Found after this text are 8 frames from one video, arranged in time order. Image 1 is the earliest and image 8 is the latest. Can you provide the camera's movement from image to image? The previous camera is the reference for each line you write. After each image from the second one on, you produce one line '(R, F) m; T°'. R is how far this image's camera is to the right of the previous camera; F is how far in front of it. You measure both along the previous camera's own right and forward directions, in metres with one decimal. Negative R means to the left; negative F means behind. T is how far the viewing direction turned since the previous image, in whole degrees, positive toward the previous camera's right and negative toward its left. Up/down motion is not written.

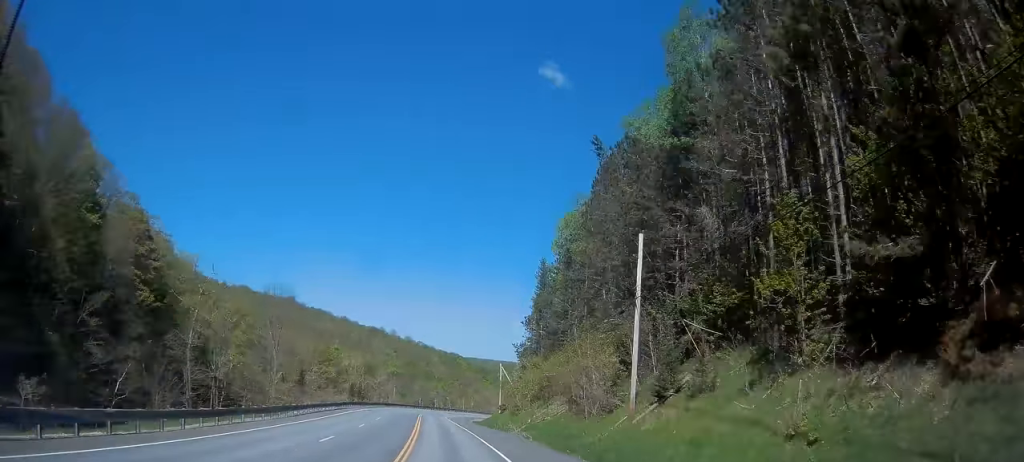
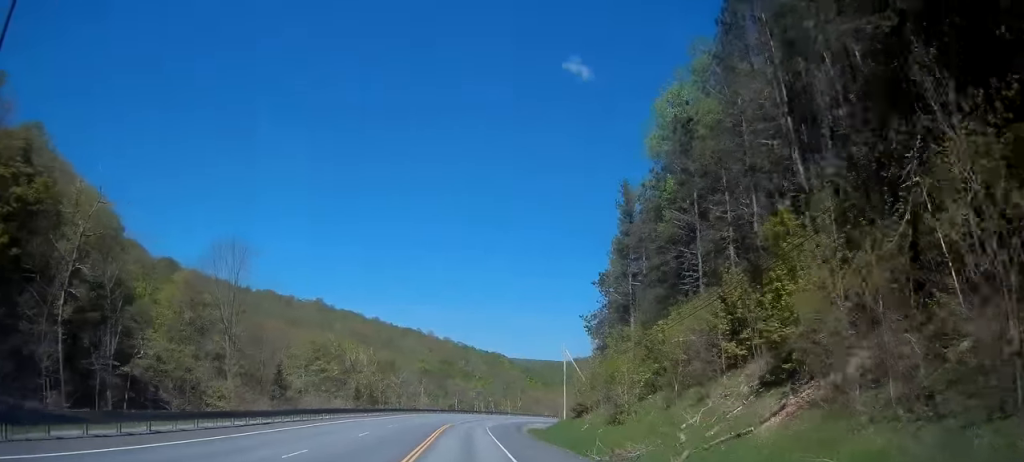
(-1.3, +30.8) m; -5°
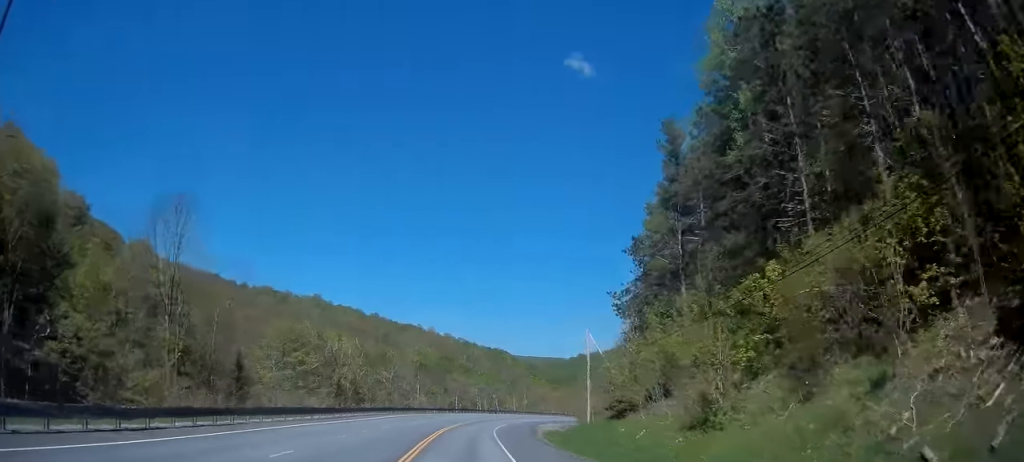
(-0.3, +13.6) m; -1°
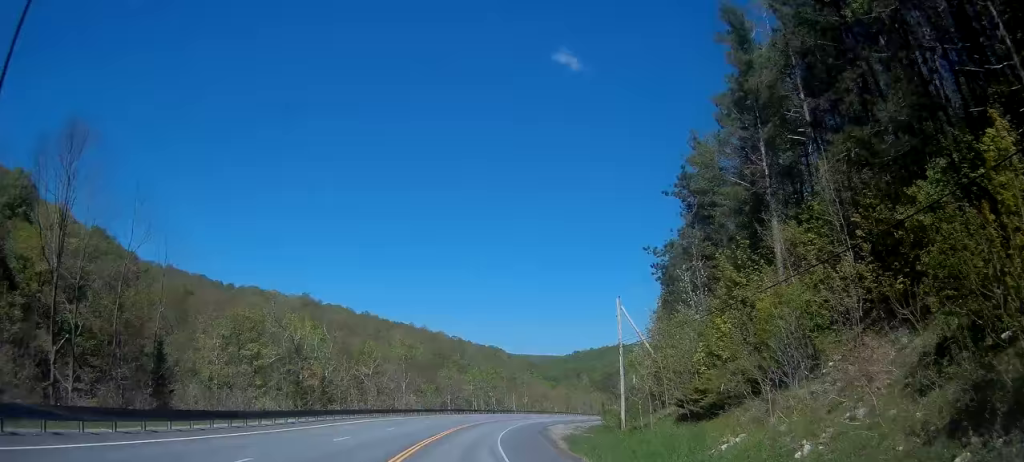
(0.0, +15.0) m; 0°
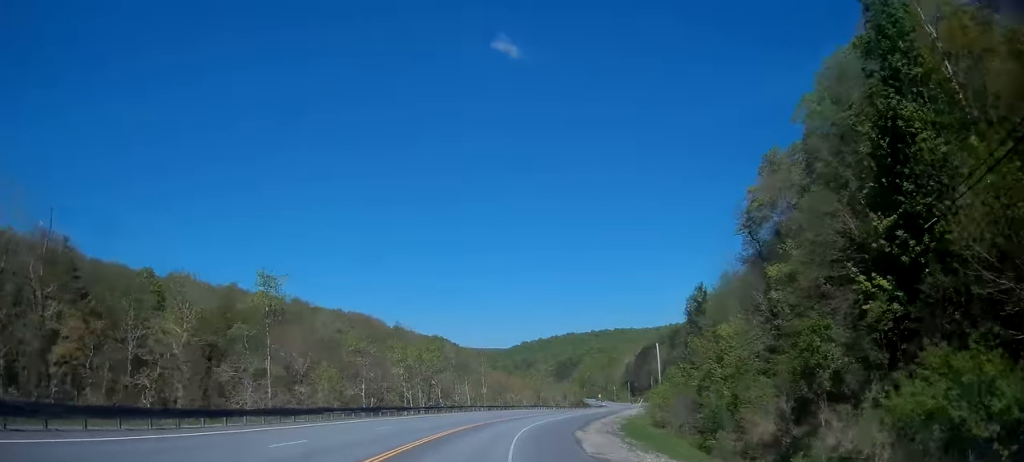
(+1.9, +44.0) m; +6°
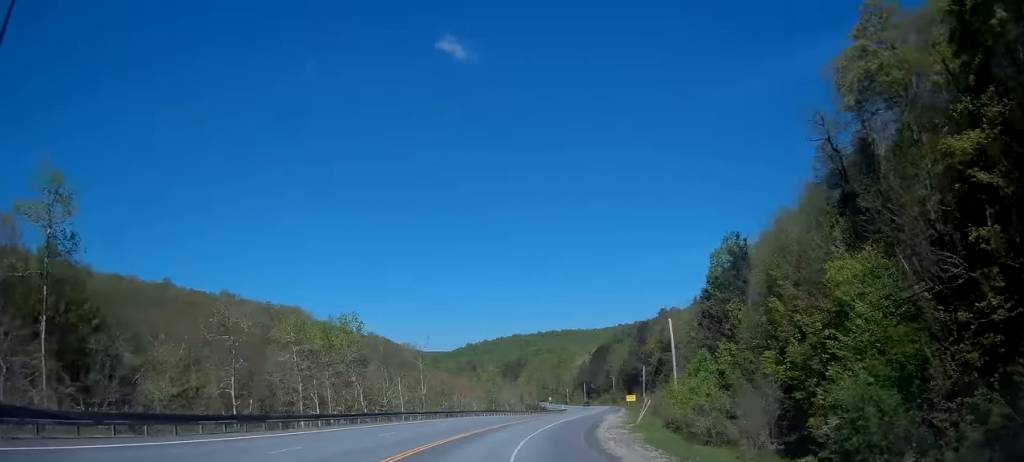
(+0.8, +24.3) m; +5°
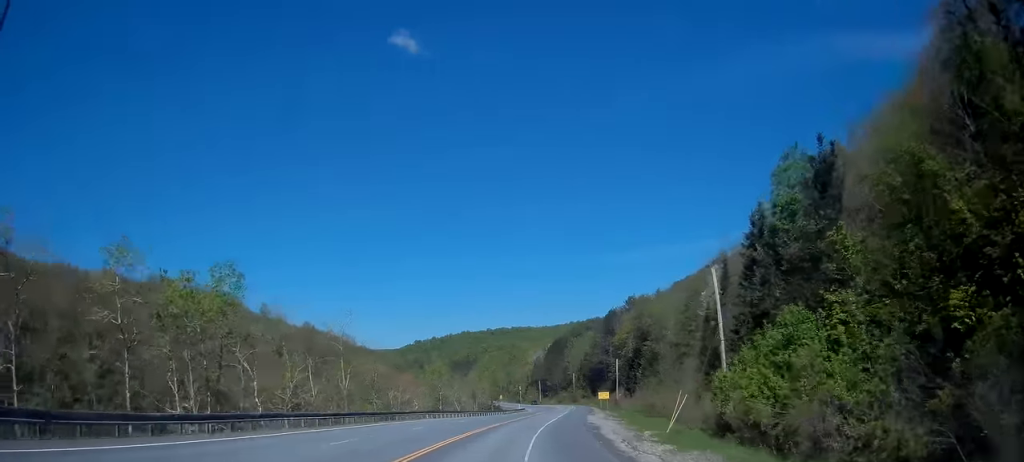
(+1.0, +20.1) m; +6°
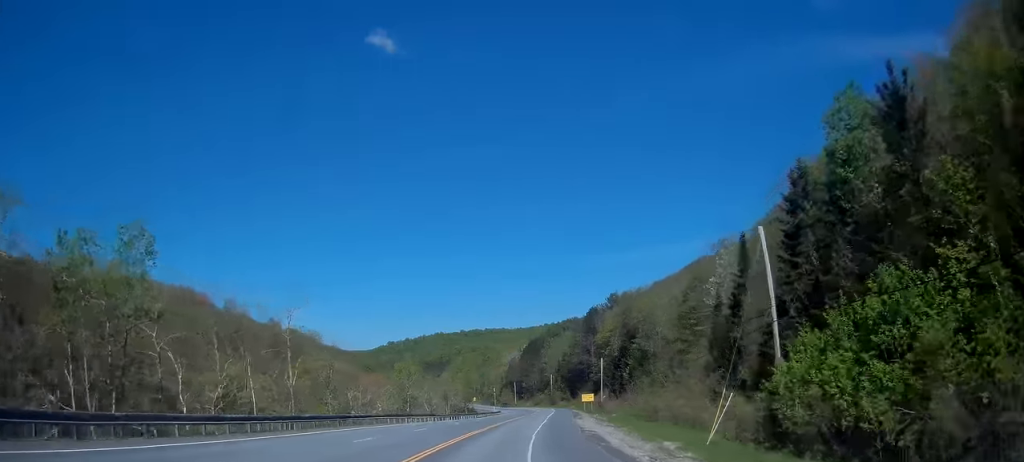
(+0.1, +9.3) m; +3°
